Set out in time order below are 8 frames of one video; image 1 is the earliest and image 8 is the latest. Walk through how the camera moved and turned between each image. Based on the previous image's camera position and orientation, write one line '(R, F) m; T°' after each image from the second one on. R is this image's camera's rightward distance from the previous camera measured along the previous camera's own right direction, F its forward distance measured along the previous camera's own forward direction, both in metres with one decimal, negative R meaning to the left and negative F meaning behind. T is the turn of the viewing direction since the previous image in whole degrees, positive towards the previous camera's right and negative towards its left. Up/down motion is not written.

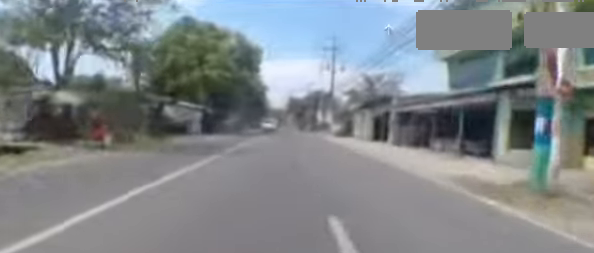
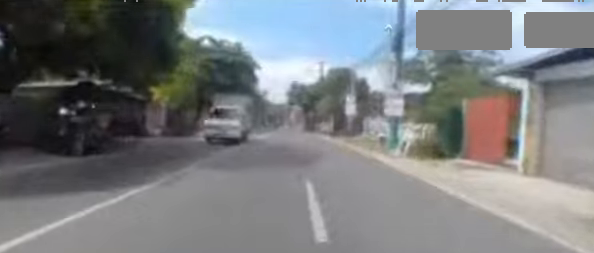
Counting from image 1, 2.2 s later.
(+1.4, +24.9) m; +2°
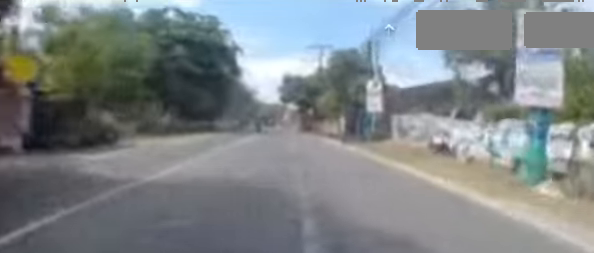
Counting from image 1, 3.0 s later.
(-0.6, +9.8) m; -4°
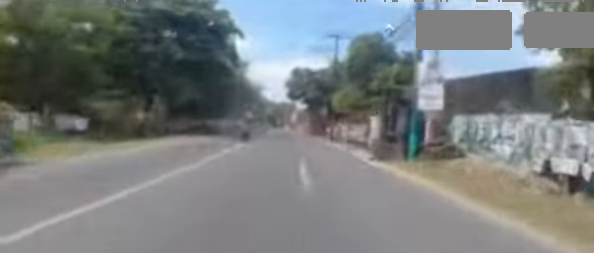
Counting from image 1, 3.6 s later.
(-0.2, +6.4) m; -1°
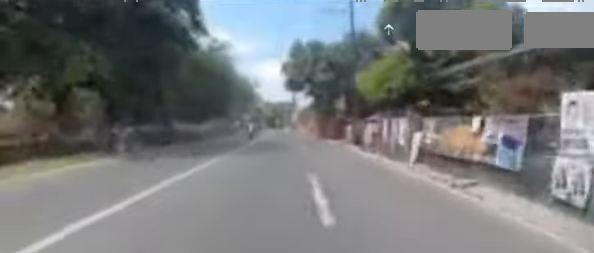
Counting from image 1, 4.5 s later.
(0.0, +10.9) m; +2°
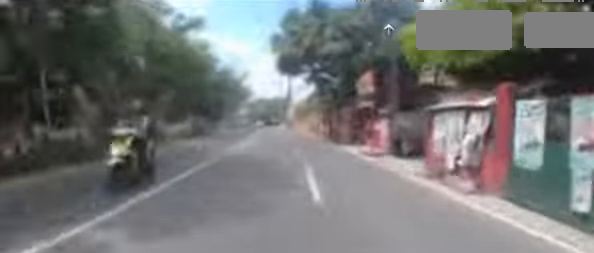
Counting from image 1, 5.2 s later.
(+0.4, +8.4) m; 0°
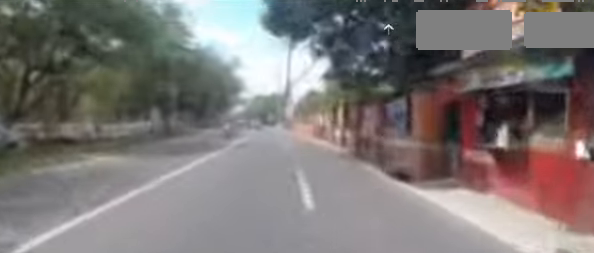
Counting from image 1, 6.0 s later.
(-0.3, +9.3) m; 0°
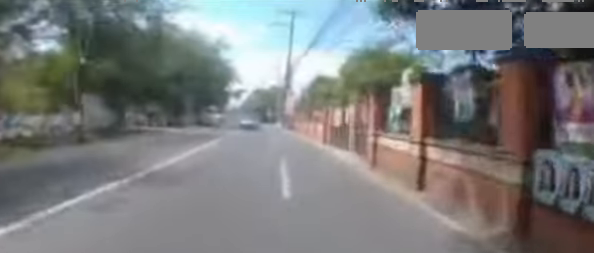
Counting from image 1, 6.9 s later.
(+0.1, +8.7) m; 0°
